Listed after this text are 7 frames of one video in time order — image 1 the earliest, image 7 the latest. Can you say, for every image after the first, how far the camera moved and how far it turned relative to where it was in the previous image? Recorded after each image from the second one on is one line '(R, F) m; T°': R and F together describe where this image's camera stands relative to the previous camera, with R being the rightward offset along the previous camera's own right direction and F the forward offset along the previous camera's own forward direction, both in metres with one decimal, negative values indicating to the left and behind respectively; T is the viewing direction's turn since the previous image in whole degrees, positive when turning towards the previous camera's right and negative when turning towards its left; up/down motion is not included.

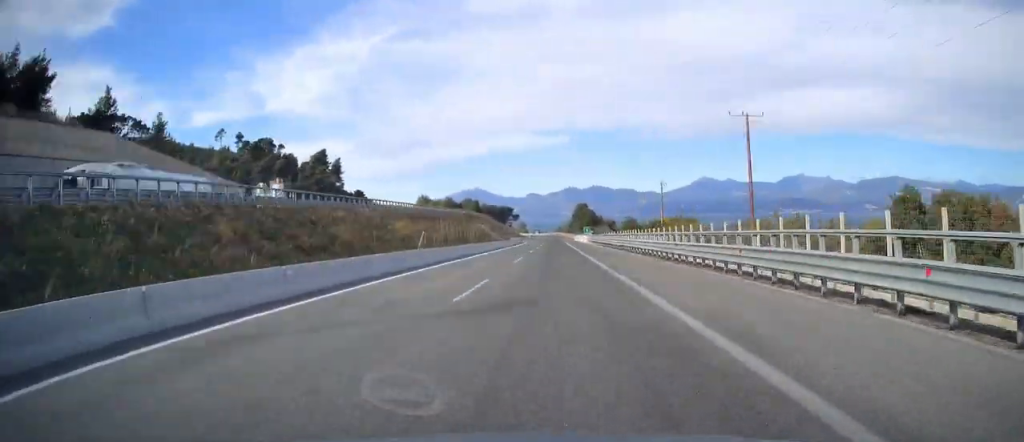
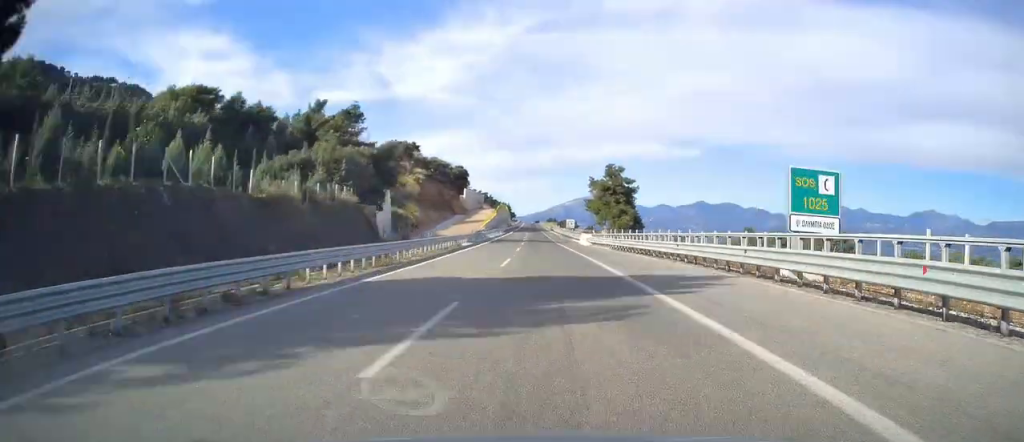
(-20.3, +478.1) m; -10°
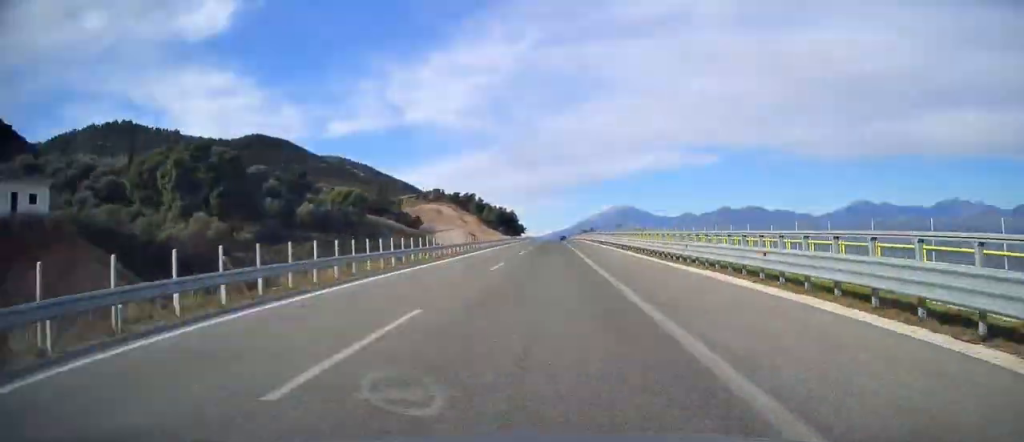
(-12.6, +286.1) m; -3°
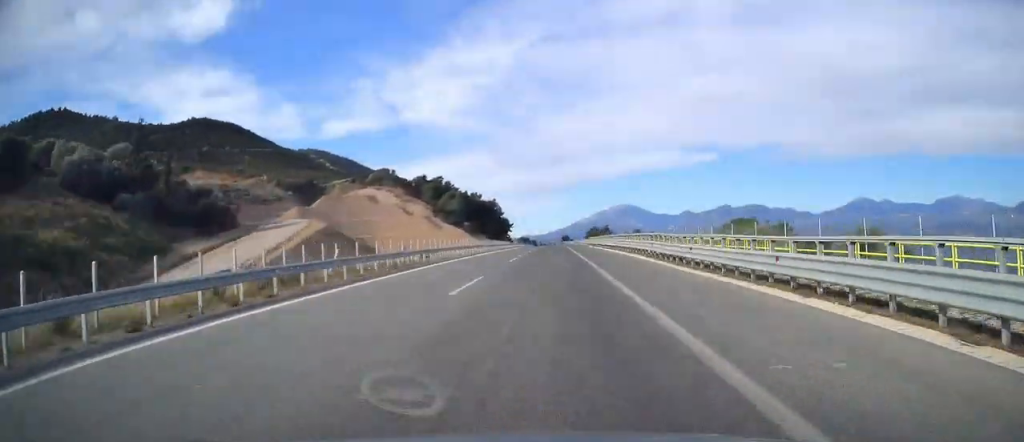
(-0.2, +116.5) m; -1°
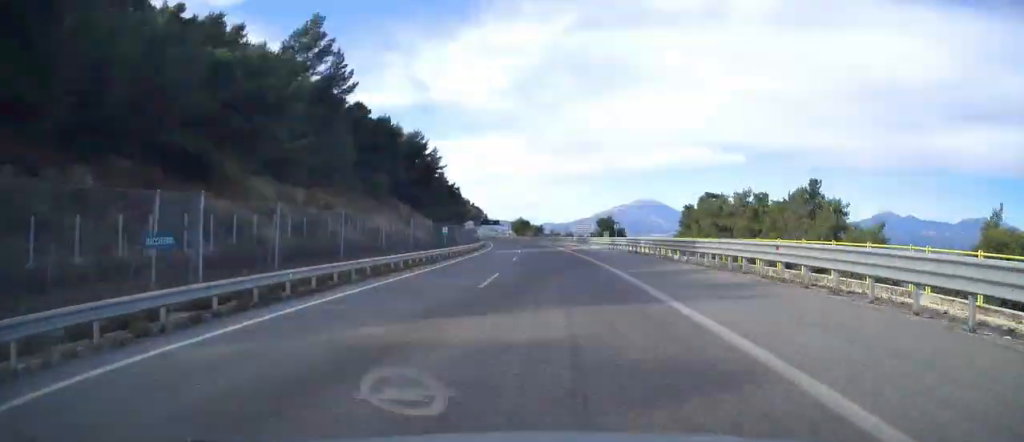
(-6.1, +232.1) m; -4°
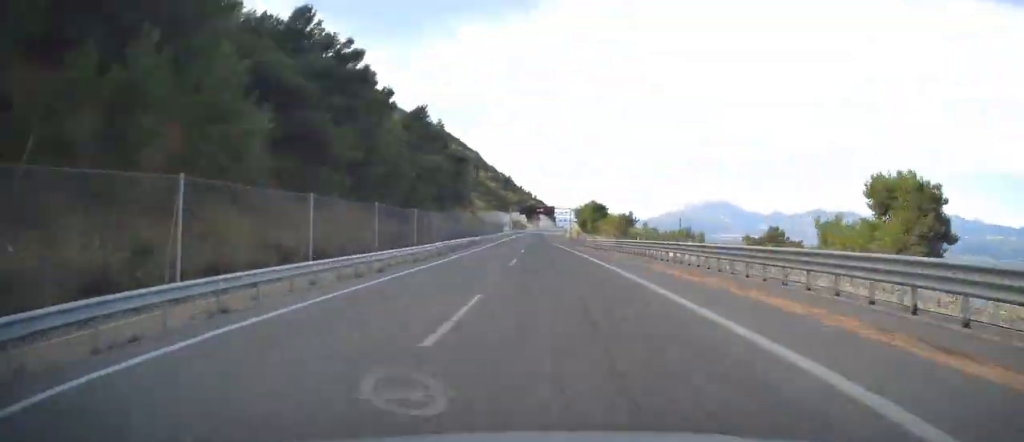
(-2.4, +118.3) m; -2°
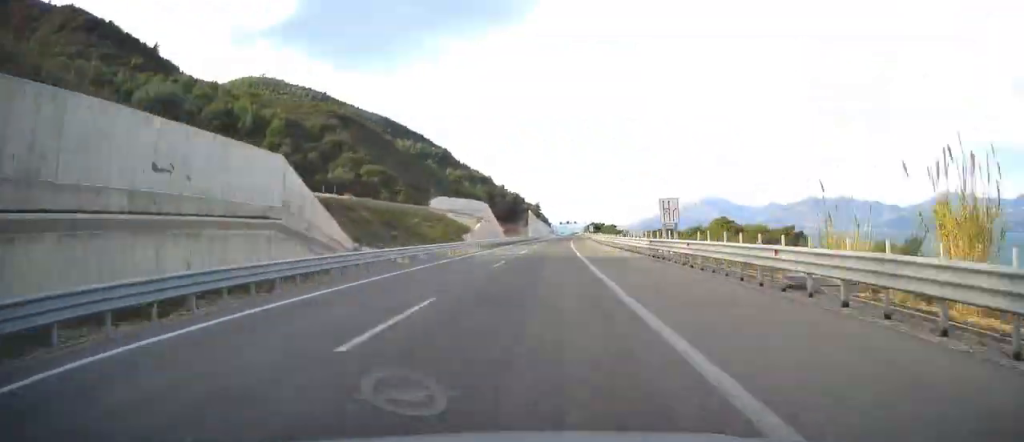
(-4.2, +181.2) m; 0°
